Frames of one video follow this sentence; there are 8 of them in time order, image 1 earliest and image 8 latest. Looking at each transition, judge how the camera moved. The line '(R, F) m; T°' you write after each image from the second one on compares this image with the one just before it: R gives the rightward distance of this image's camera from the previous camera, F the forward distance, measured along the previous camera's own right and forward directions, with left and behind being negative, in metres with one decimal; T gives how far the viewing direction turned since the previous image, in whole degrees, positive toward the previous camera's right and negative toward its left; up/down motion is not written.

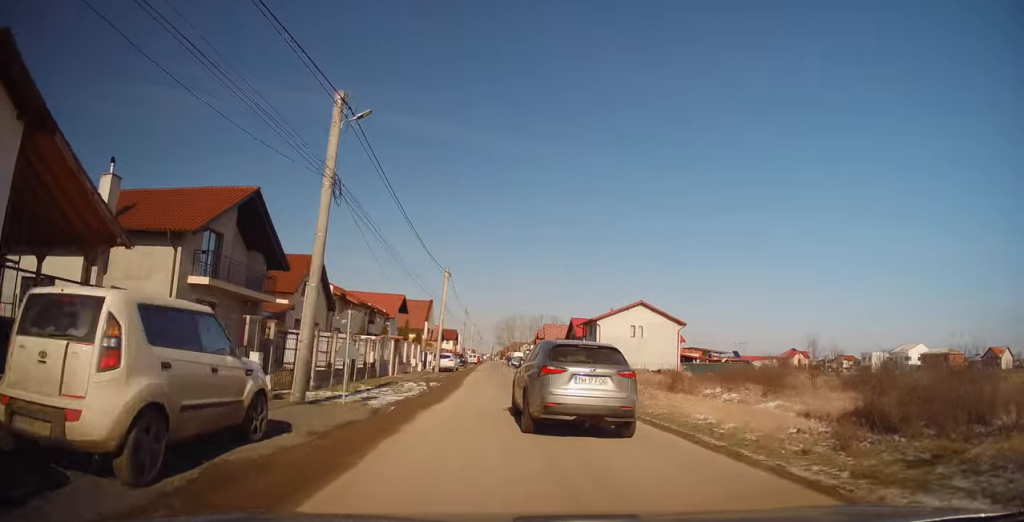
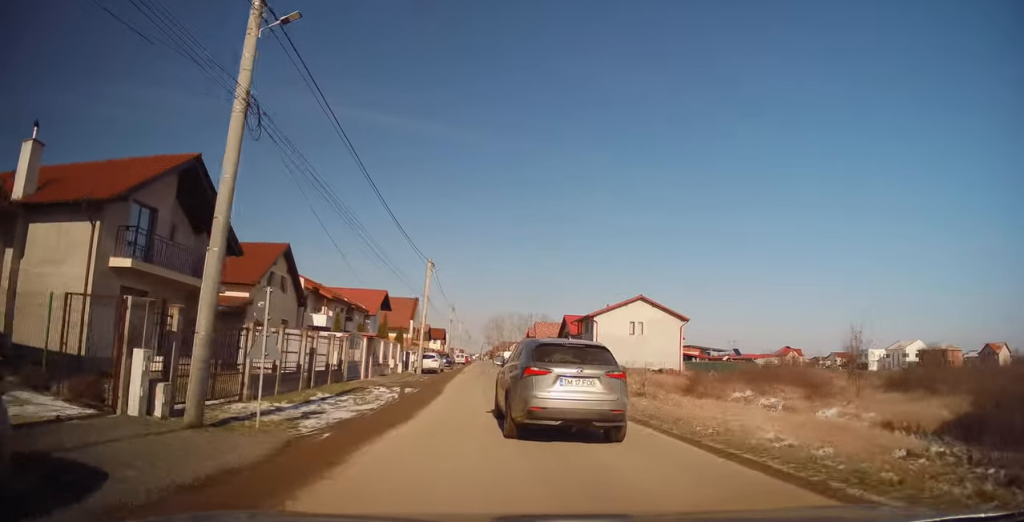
(+0.2, +4.6) m; +1°
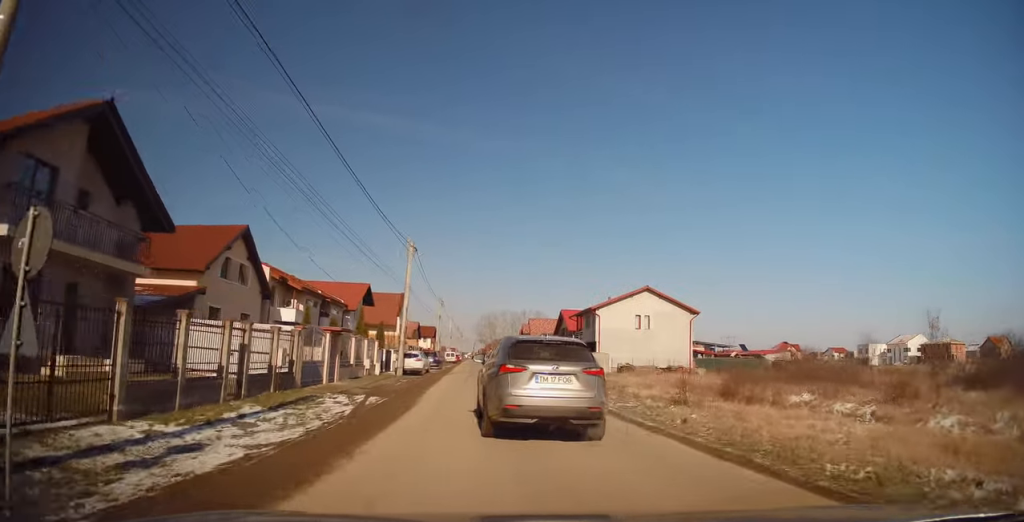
(+0.1, +5.7) m; +1°
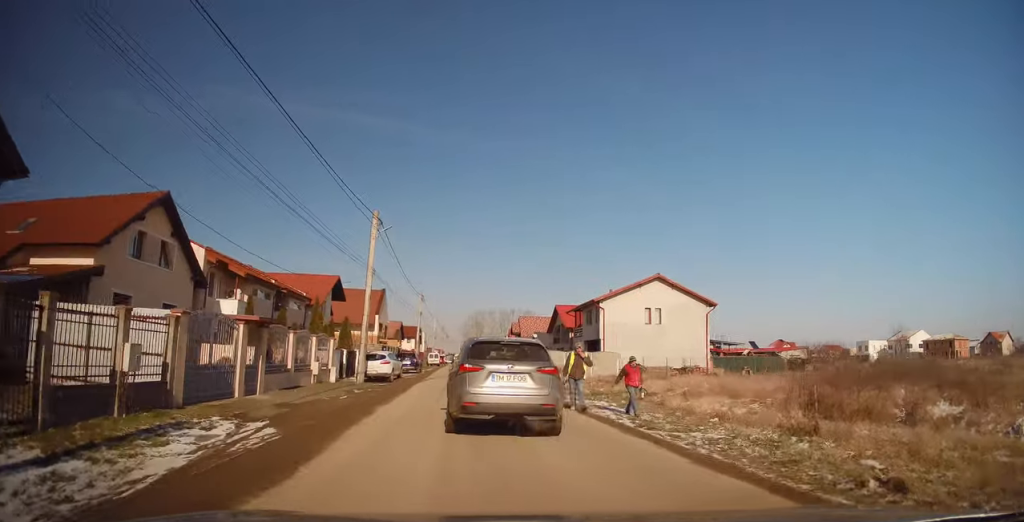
(+0.1, +7.9) m; +1°
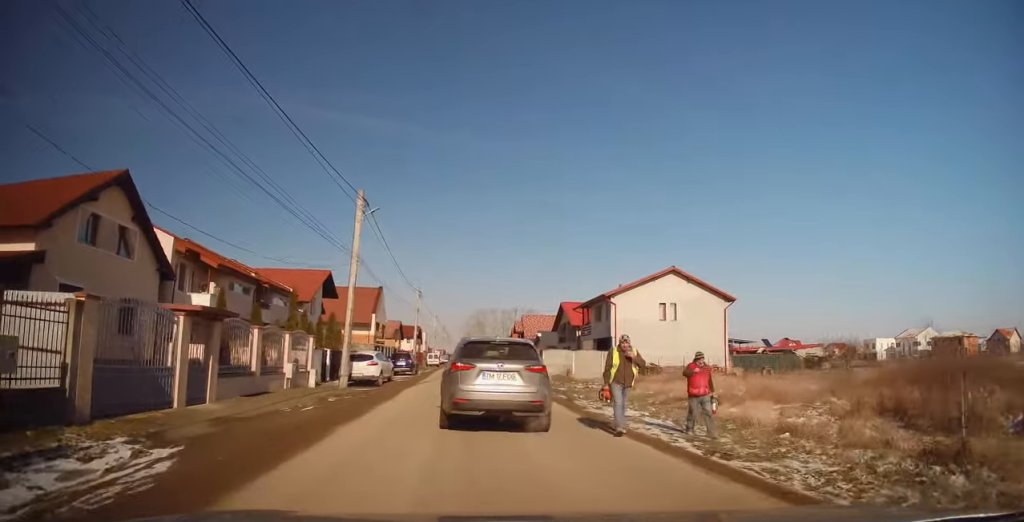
(+0.1, +3.7) m; 0°
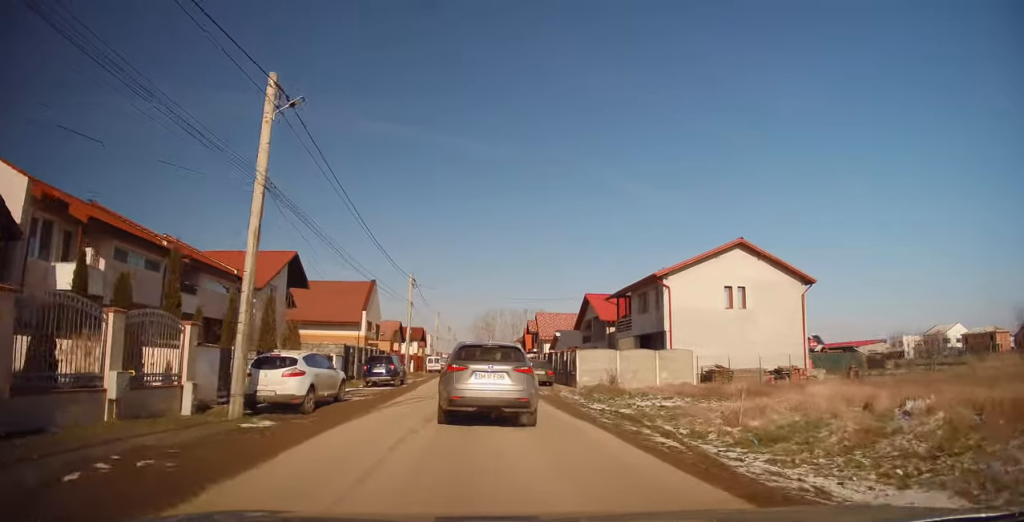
(-0.1, +10.8) m; 0°
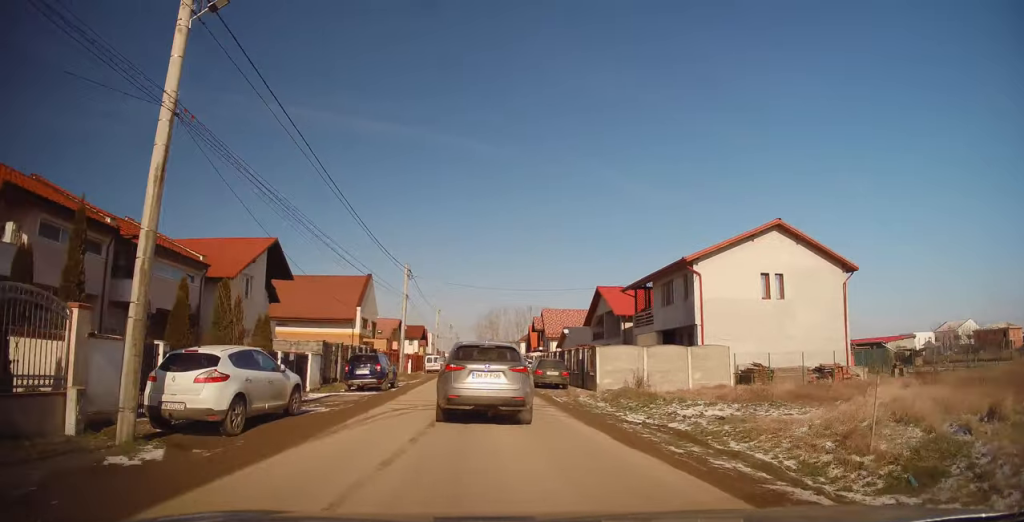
(+0.1, +4.1) m; +1°
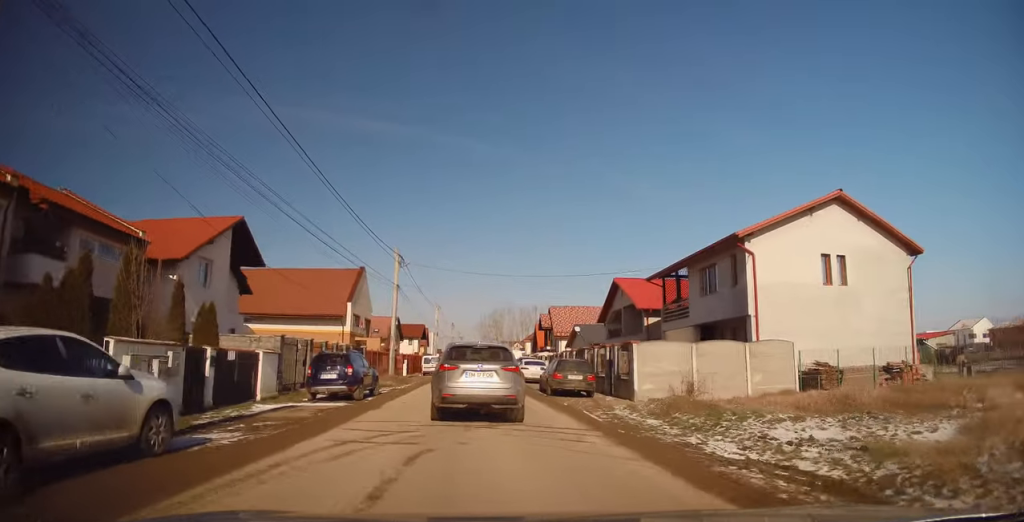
(+0.1, +5.2) m; 0°
